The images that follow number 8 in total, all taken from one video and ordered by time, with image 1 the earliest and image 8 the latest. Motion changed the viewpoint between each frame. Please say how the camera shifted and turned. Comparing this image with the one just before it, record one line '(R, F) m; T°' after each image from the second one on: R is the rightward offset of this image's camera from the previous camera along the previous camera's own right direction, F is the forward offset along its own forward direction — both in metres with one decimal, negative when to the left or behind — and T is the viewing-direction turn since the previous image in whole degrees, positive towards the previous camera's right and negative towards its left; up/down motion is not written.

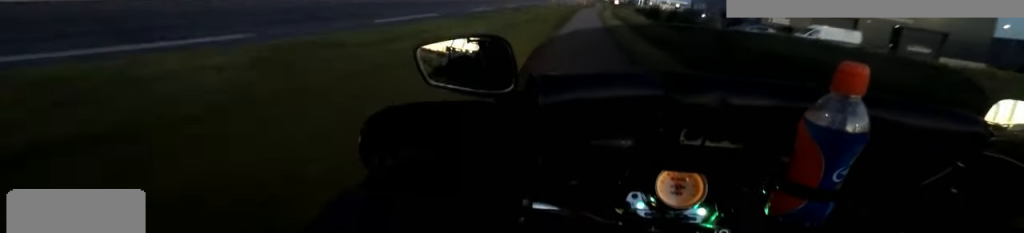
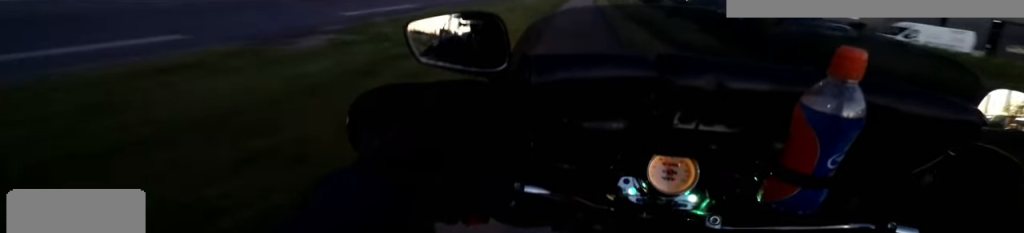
(+0.3, +13.1) m; +2°
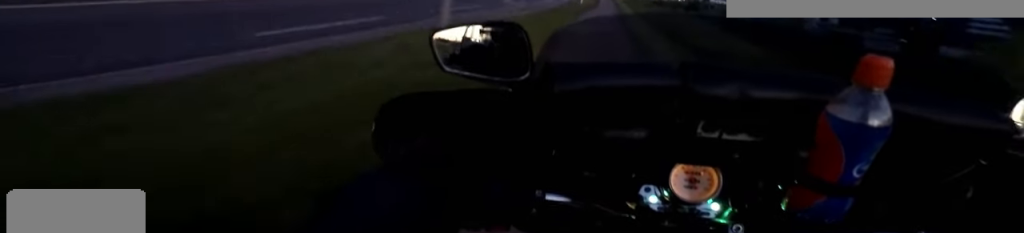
(+0.1, +14.1) m; +1°
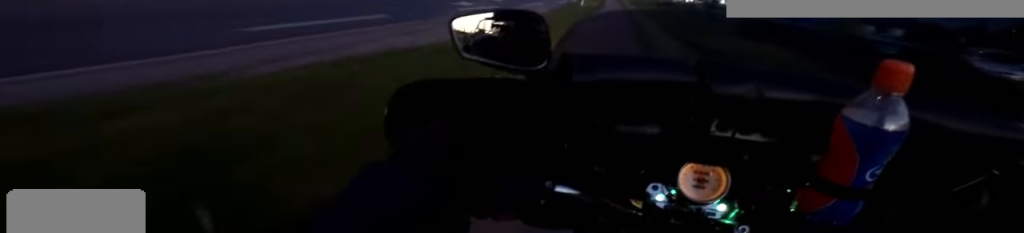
(0.0, +6.2) m; 0°
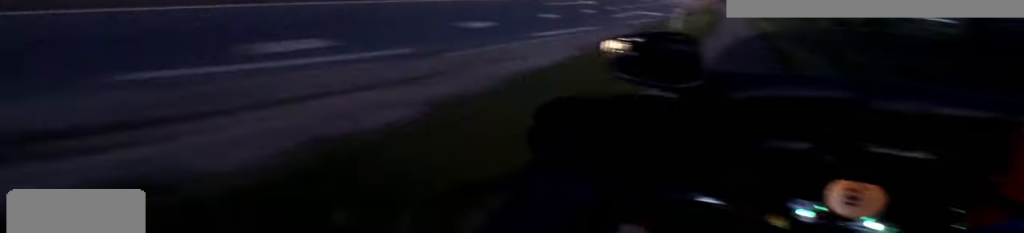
(+0.3, +9.0) m; 0°
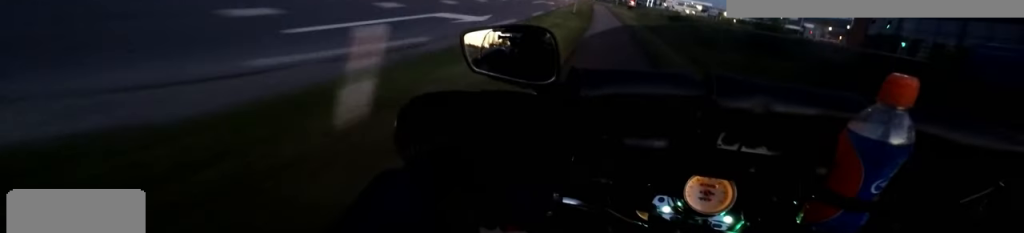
(-0.4, +9.9) m; +2°
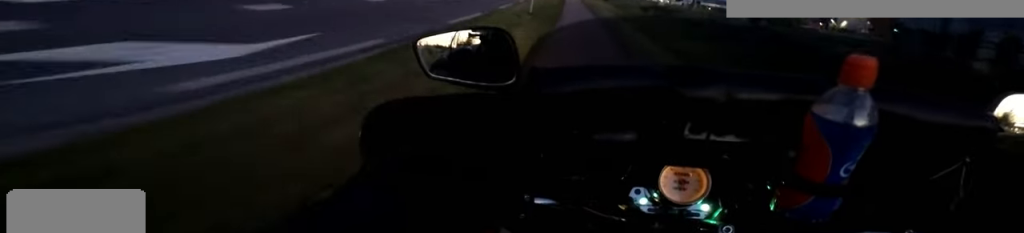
(+0.4, +6.5) m; 0°
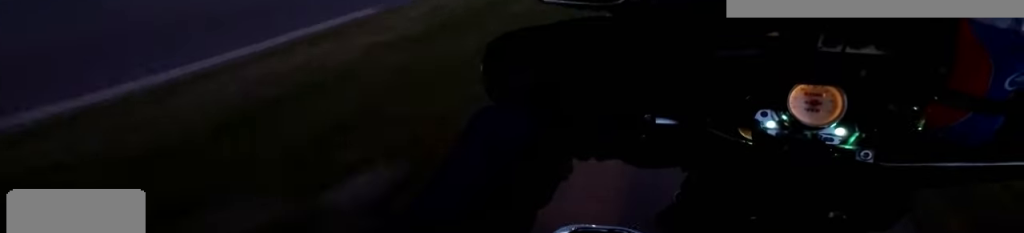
(-0.3, +13.7) m; +2°
